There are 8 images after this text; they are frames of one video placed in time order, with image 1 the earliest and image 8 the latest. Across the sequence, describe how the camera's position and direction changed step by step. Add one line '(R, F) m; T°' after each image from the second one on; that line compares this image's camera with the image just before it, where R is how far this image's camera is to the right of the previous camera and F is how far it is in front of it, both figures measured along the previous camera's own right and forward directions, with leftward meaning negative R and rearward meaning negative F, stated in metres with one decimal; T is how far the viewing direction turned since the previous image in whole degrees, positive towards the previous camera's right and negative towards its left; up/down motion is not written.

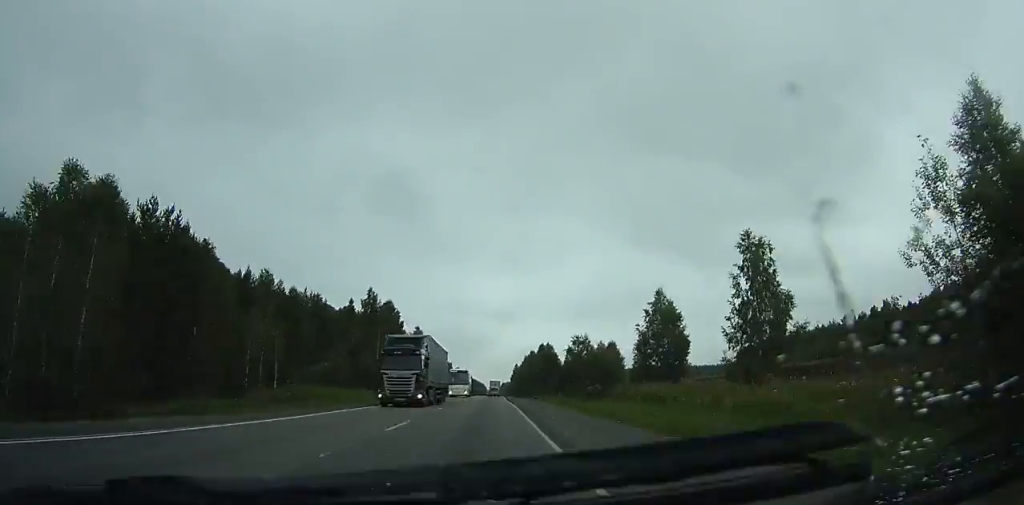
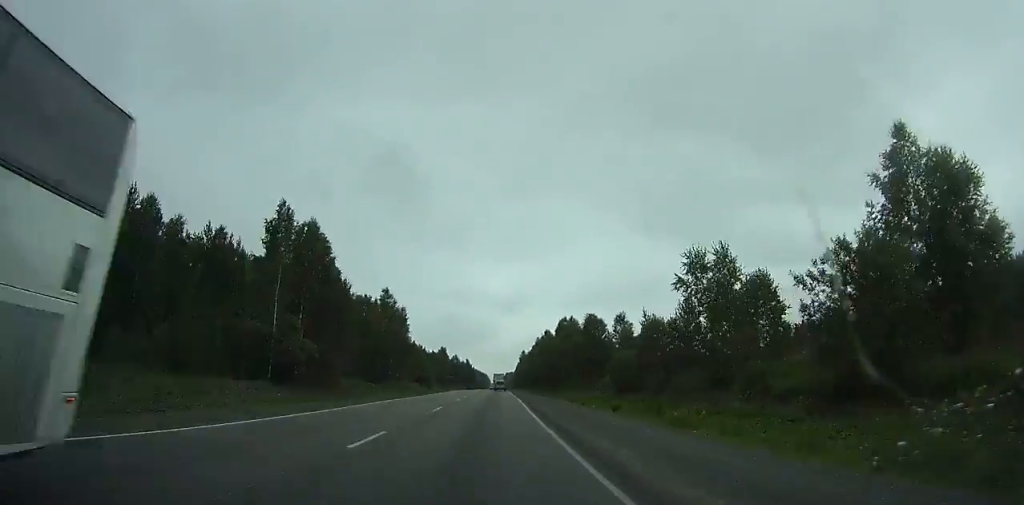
(-0.2, +41.5) m; 0°
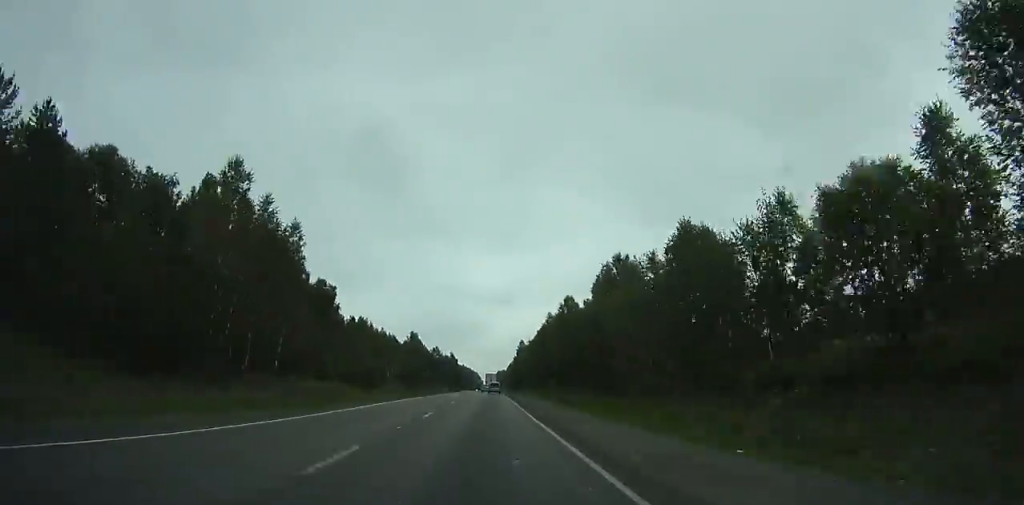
(-0.2, +51.1) m; 0°
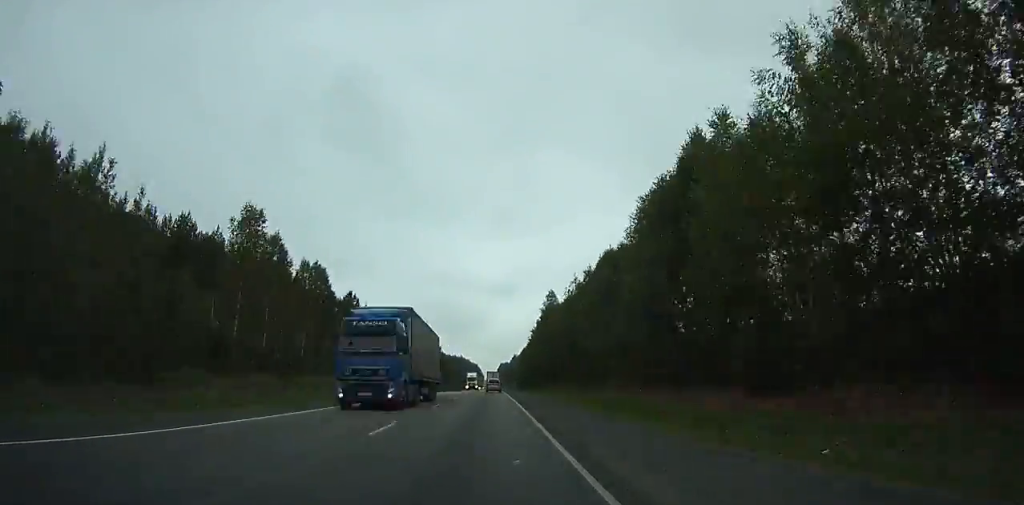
(+0.5, +95.7) m; 0°
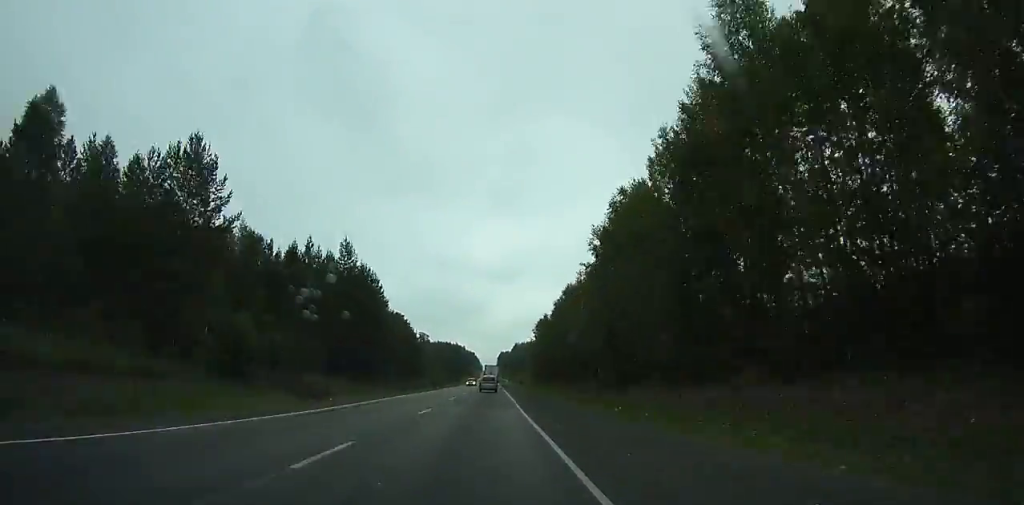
(+0.1, +79.8) m; 0°
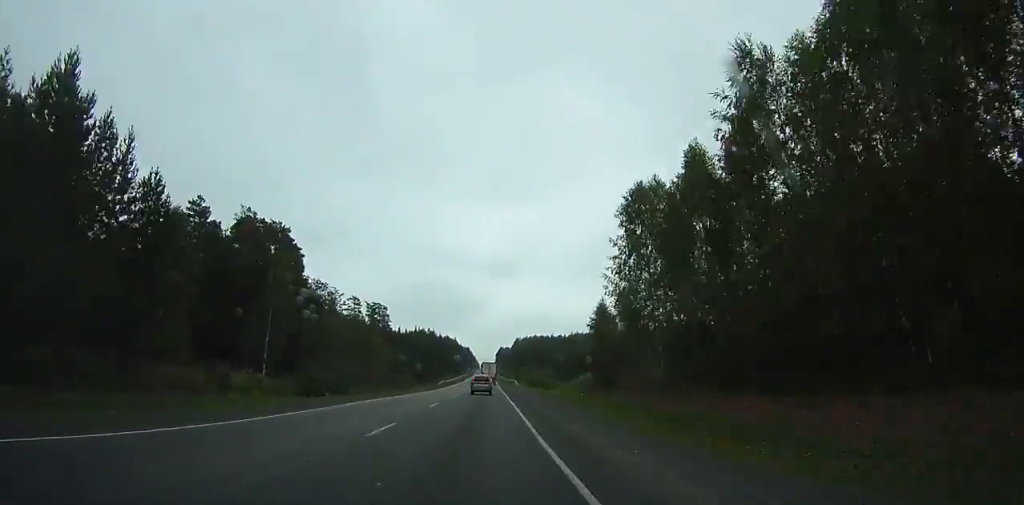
(+0.4, +93.6) m; 0°
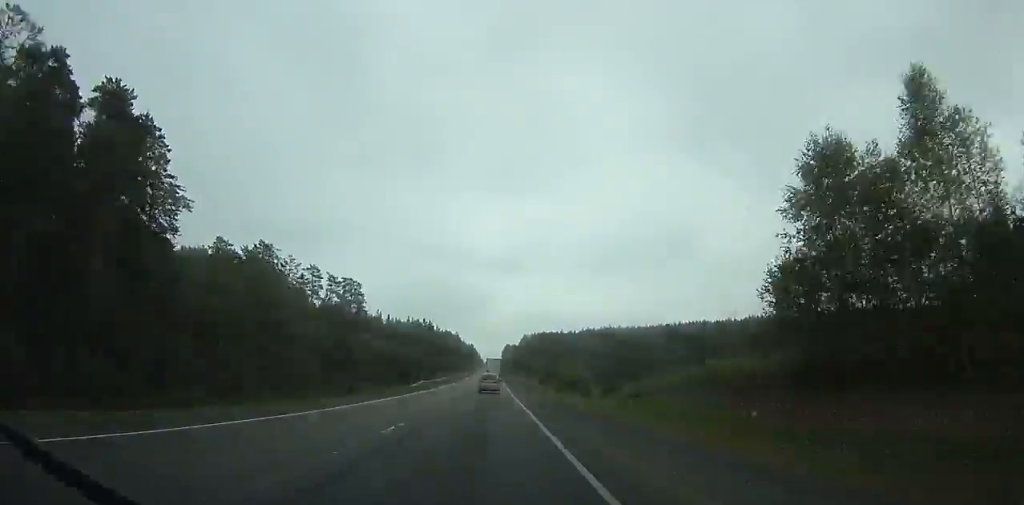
(-0.2, +37.5) m; 0°
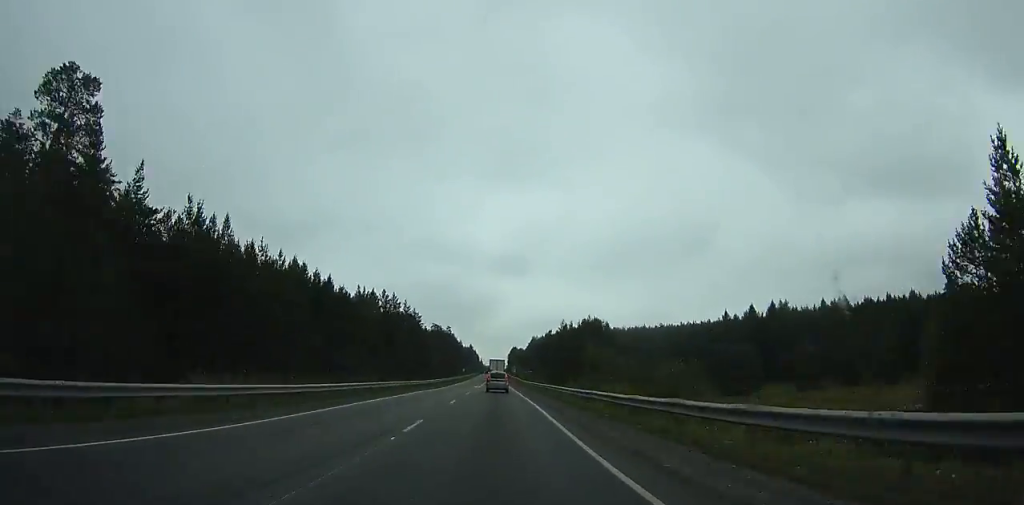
(-0.6, +86.7) m; 0°
